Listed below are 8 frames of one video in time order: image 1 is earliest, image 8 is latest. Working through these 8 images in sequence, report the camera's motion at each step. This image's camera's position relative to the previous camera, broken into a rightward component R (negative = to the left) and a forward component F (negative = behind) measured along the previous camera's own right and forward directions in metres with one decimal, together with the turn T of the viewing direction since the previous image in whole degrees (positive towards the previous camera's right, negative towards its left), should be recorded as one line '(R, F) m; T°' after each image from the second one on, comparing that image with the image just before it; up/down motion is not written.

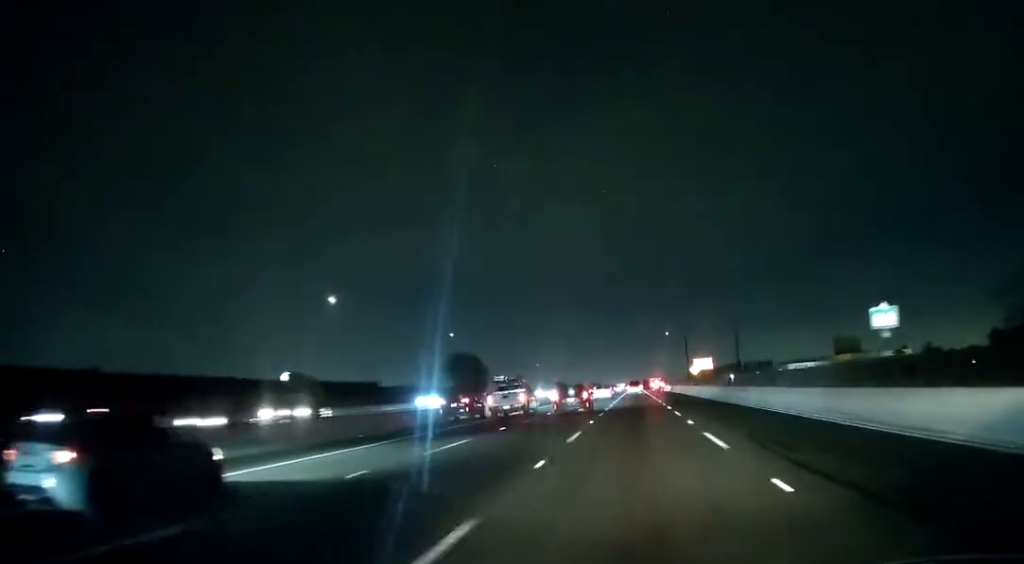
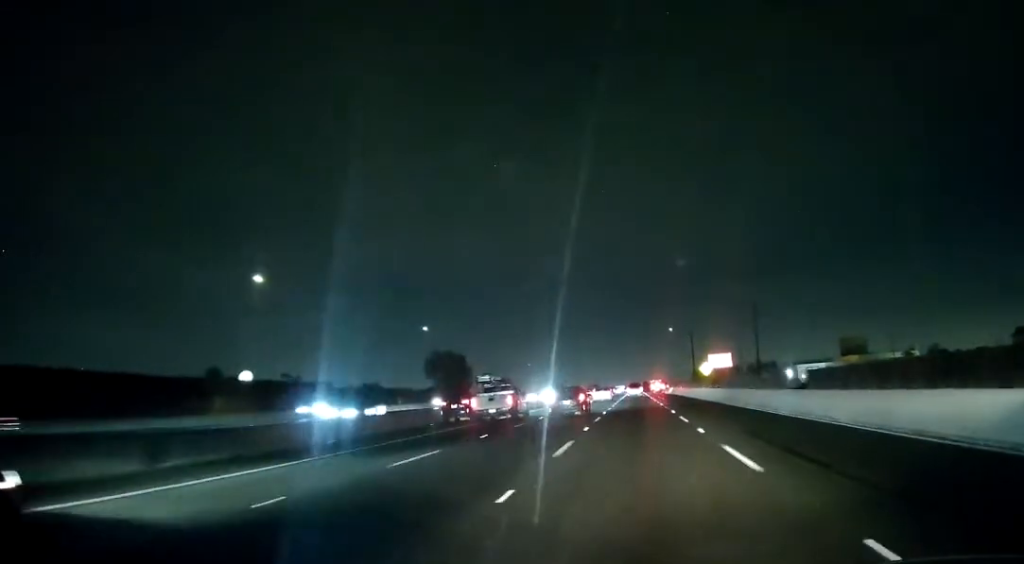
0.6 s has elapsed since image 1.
(0.0, +18.6) m; 0°
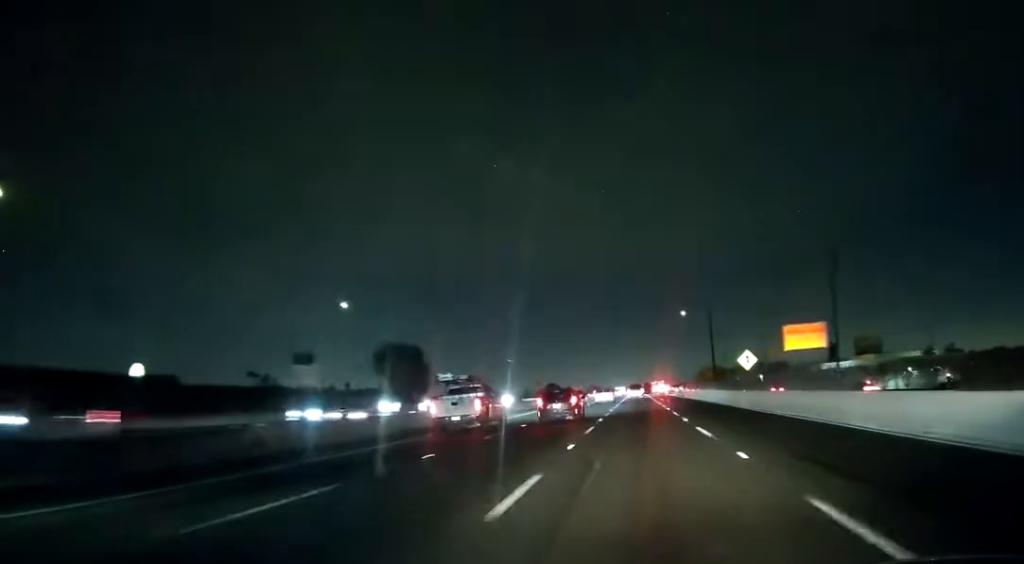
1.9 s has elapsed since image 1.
(0.0, +35.9) m; 0°
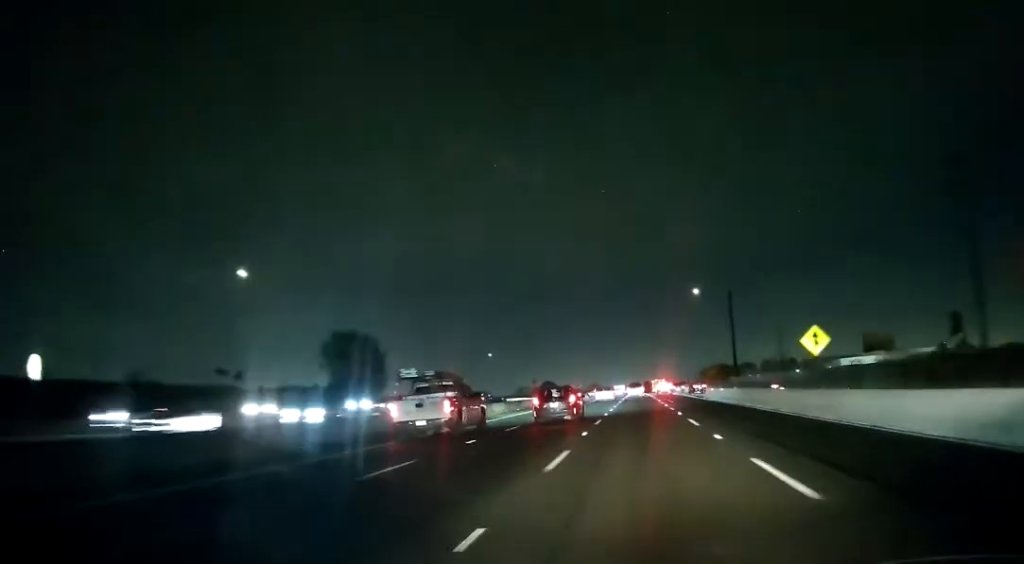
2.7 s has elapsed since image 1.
(0.0, +23.9) m; 0°
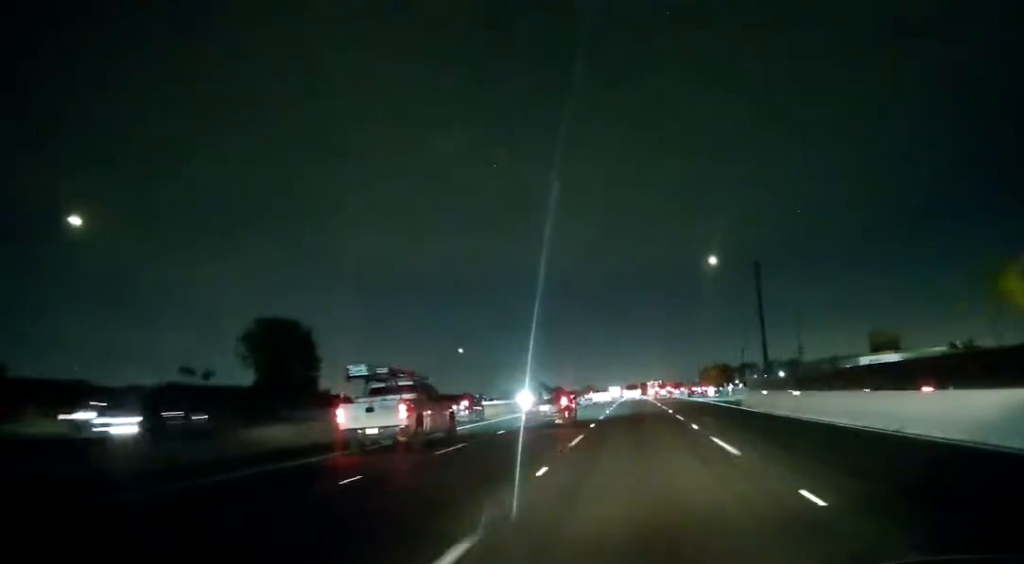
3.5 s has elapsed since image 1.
(0.0, +22.7) m; 0°
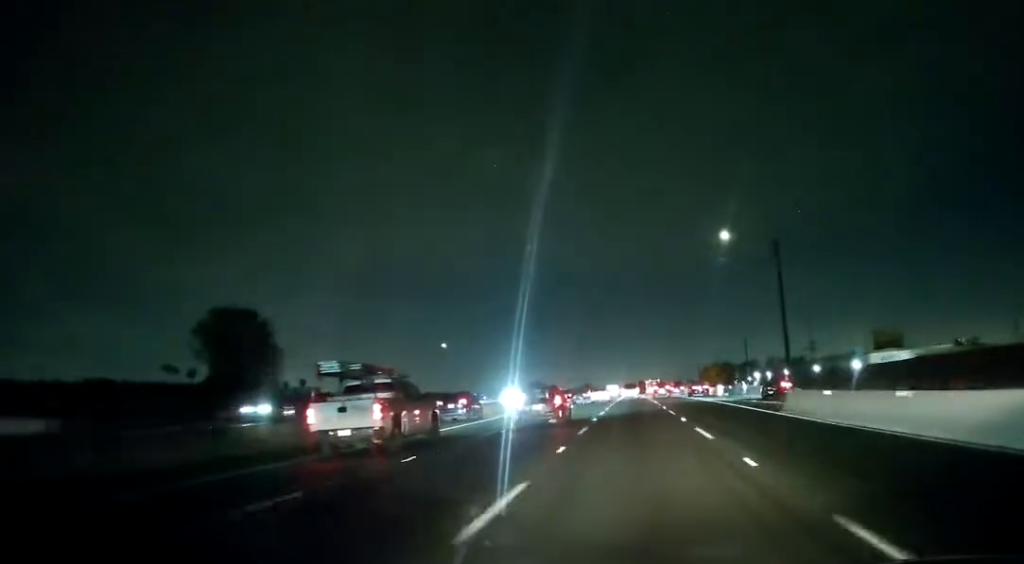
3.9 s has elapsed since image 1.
(+0.2, +11.3) m; 0°
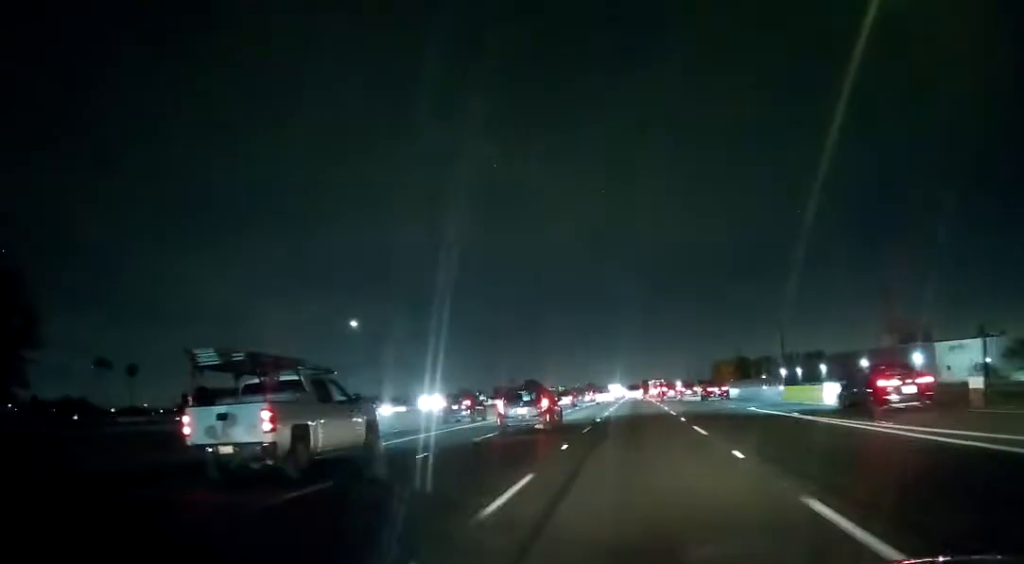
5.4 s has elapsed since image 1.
(-0.2, +41.9) m; -1°
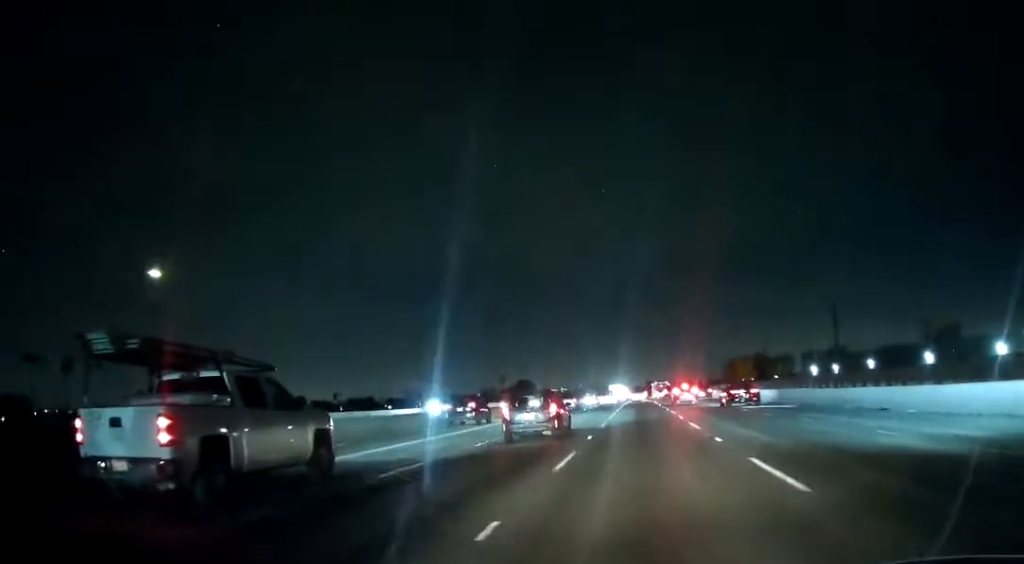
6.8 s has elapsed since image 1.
(-0.1, +38.4) m; 0°
